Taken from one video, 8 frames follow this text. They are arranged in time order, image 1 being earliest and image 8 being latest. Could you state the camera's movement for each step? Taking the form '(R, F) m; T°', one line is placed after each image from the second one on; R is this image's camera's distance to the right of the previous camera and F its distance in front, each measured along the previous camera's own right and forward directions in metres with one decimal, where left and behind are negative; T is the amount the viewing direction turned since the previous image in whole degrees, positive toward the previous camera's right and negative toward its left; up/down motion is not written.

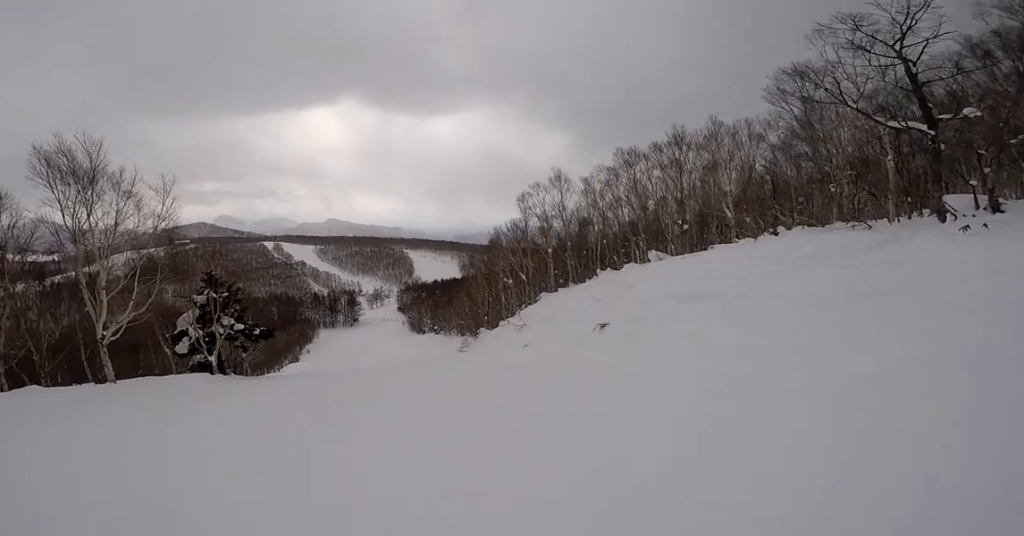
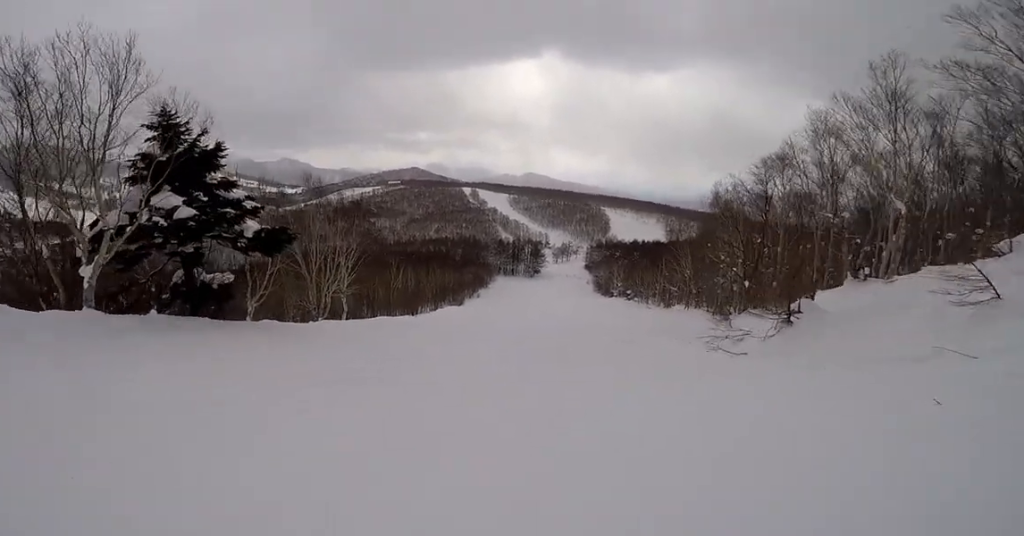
(-4.8, +18.7) m; -16°
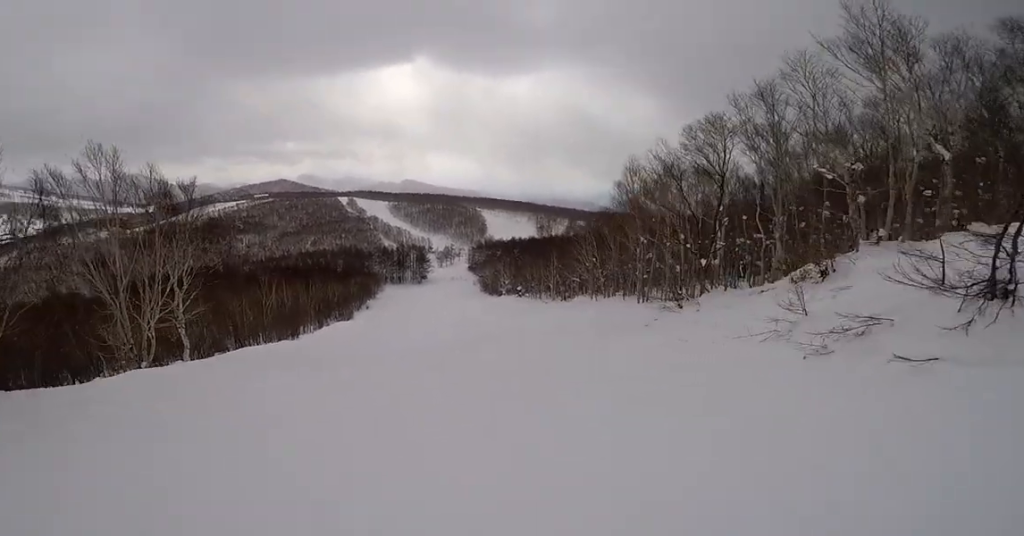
(+0.7, +7.7) m; +10°
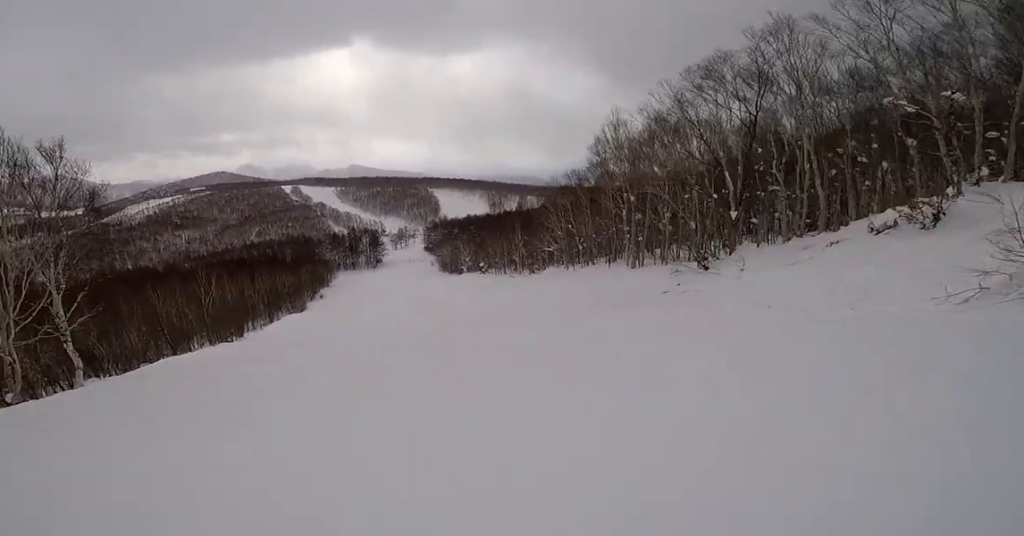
(+0.1, +5.2) m; +6°
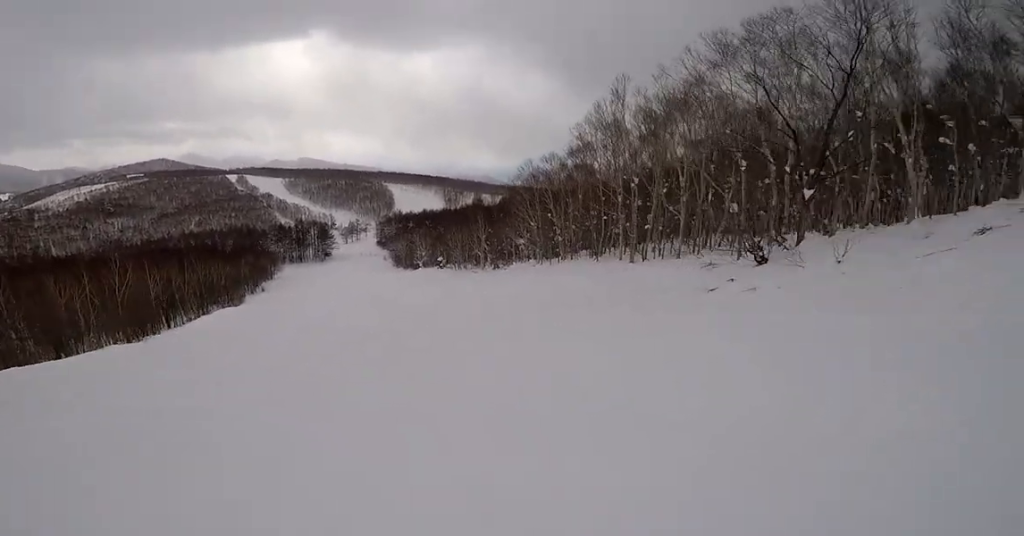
(+0.5, +6.1) m; -3°
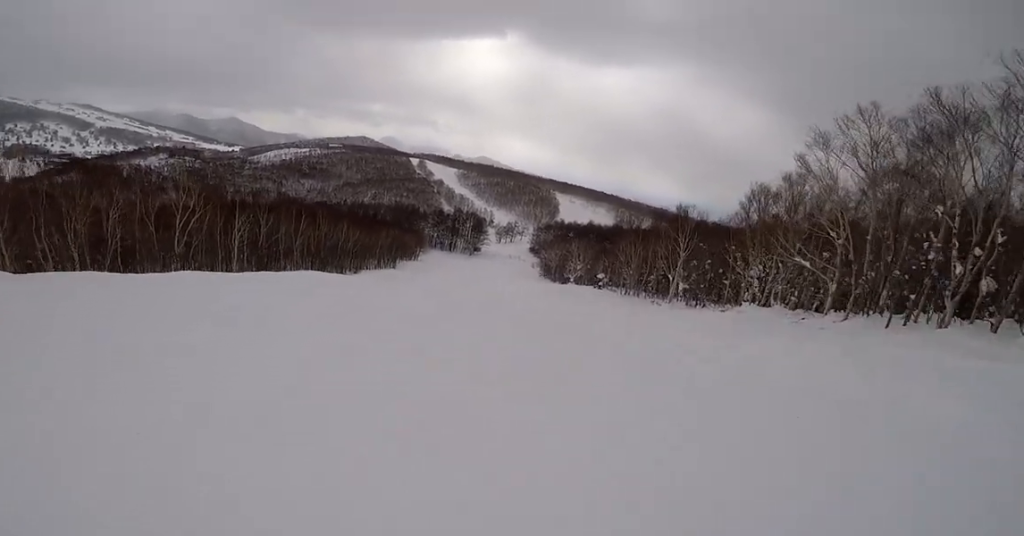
(-3.2, +19.7) m; -14°
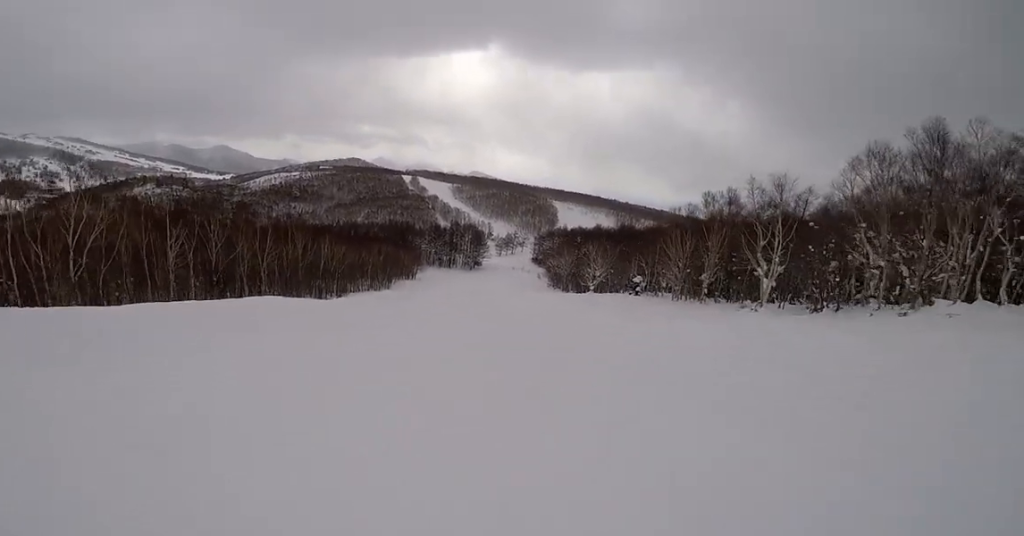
(+0.4, +12.4) m; +7°
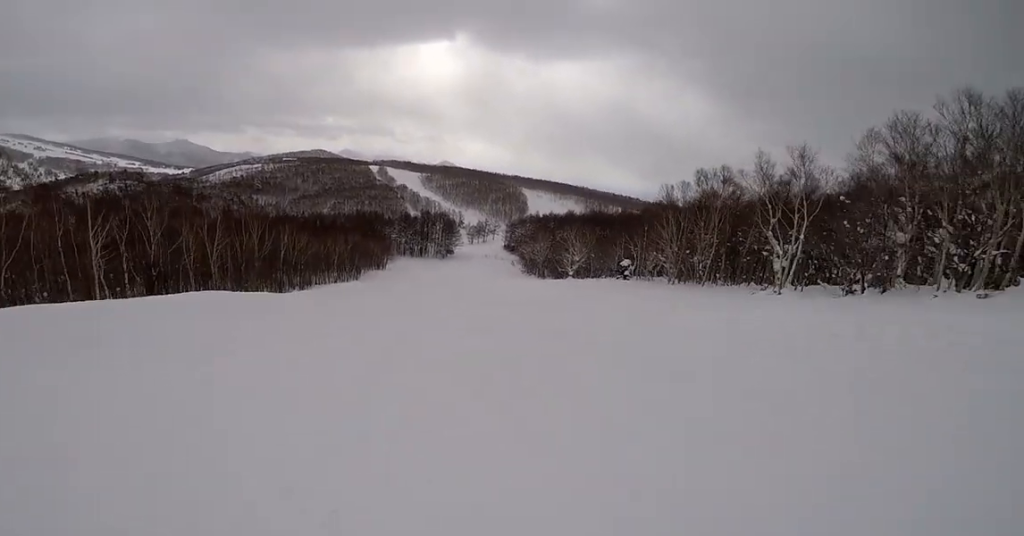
(+0.4, +4.7) m; +3°
